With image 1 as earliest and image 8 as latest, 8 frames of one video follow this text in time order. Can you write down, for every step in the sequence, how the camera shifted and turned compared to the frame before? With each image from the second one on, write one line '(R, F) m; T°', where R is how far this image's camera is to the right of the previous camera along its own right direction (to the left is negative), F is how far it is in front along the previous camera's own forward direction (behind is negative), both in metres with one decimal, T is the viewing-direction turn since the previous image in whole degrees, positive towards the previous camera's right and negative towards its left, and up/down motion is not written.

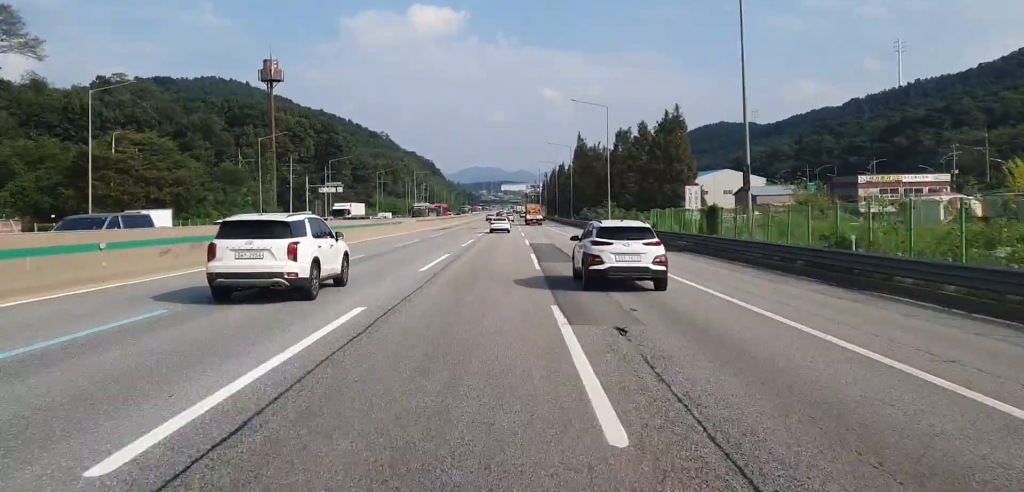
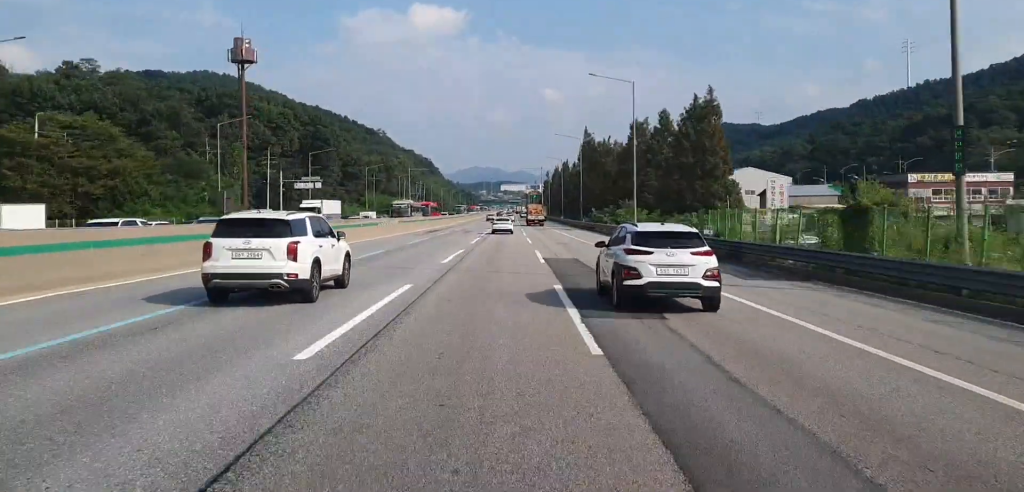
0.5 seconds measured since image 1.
(+0.2, +14.2) m; 0°
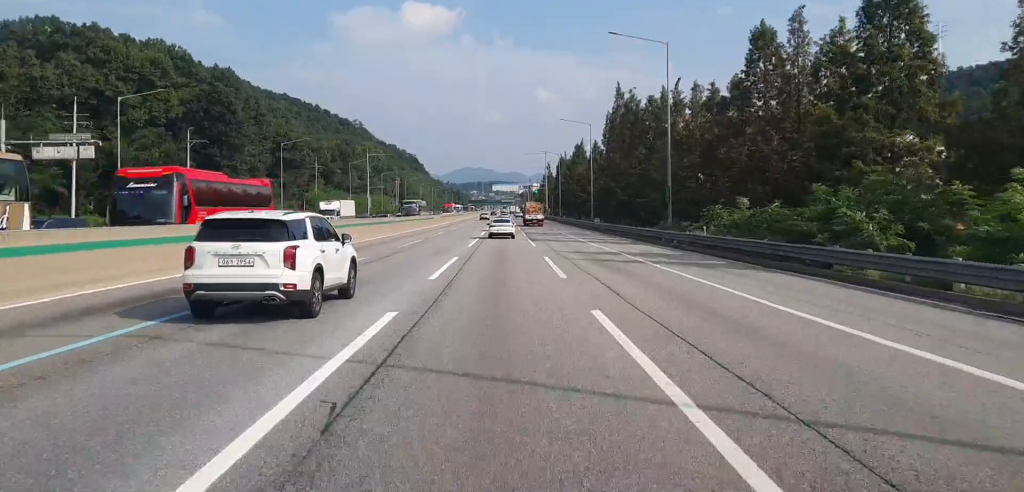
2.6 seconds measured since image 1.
(+0.5, +59.5) m; +1°
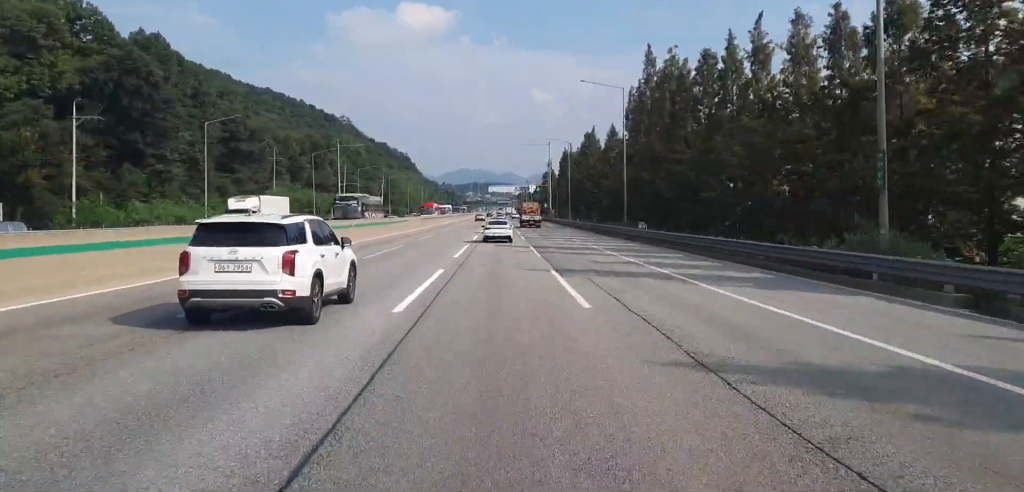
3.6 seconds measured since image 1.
(0.0, +26.8) m; 0°
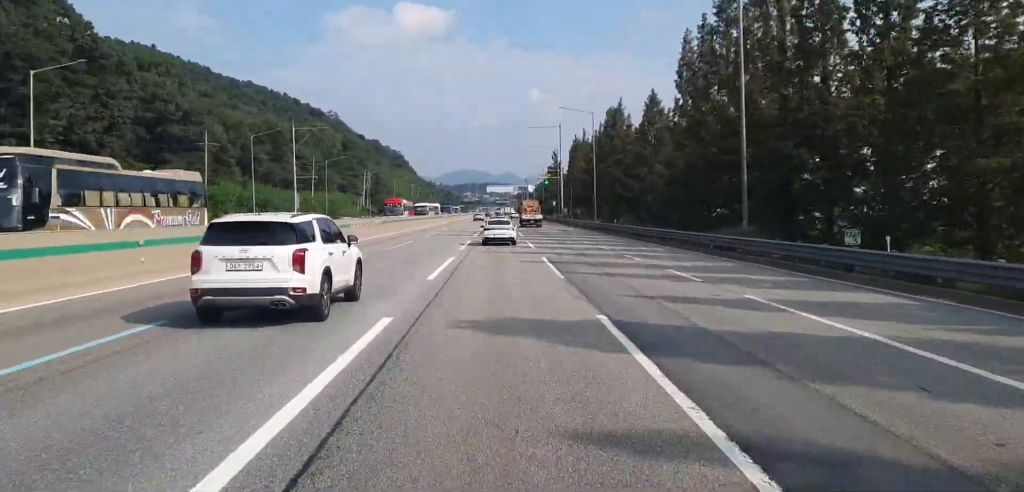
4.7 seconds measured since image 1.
(+0.1, +30.9) m; 0°
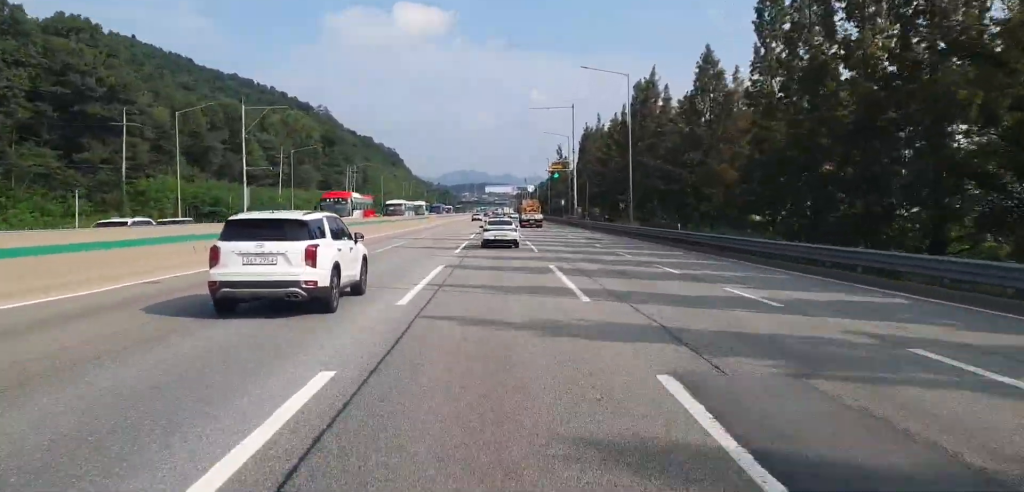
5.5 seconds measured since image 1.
(-0.1, +22.4) m; 0°
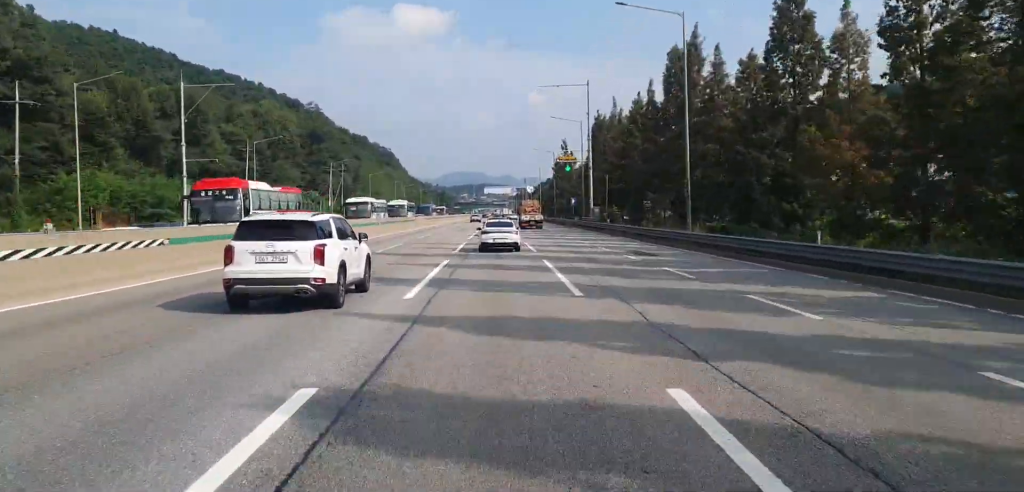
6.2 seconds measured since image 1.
(-0.1, +17.7) m; 0°
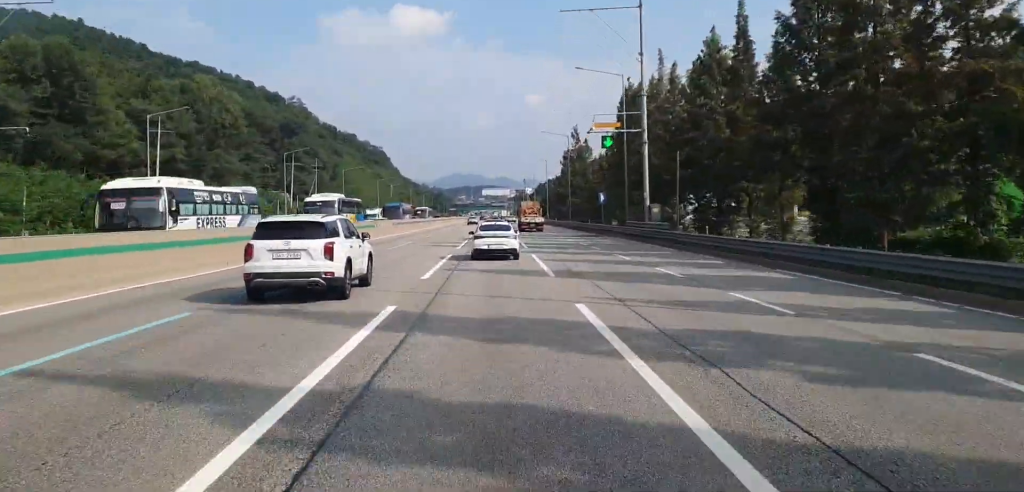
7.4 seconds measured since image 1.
(+0.4, +30.6) m; 0°
